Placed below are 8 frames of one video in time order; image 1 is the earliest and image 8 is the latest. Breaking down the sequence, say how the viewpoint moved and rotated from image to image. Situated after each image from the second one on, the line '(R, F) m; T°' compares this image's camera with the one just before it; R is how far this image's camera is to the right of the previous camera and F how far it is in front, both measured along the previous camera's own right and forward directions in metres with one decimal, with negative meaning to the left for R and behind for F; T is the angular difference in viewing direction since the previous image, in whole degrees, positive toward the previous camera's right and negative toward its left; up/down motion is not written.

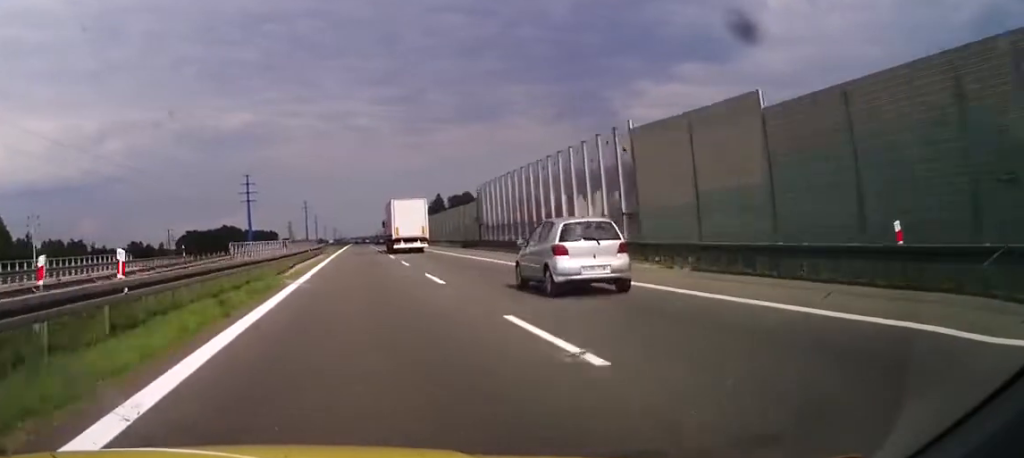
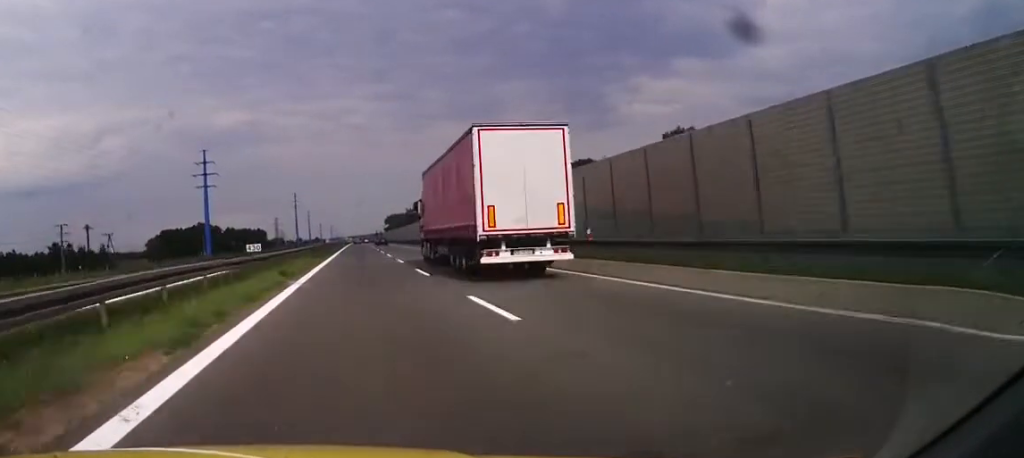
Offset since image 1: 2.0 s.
(+0.7, +81.0) m; 0°
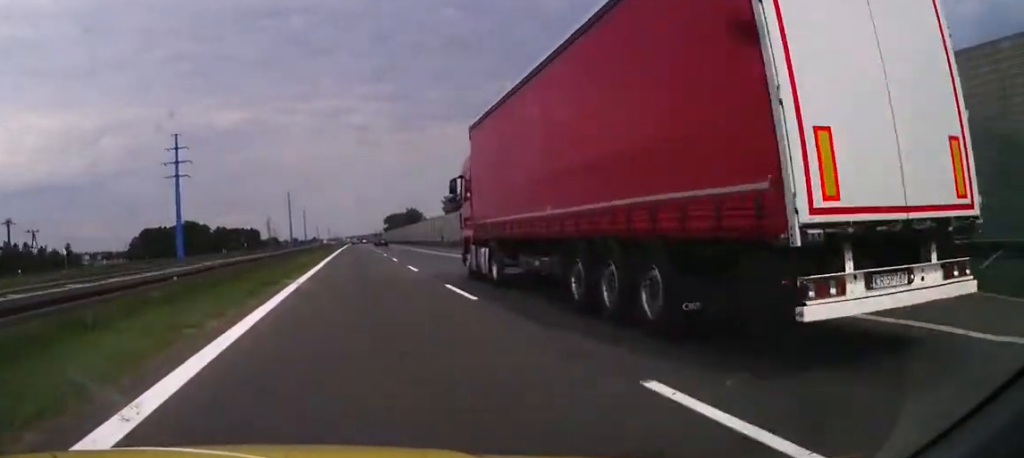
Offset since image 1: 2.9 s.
(-0.2, +33.0) m; 0°
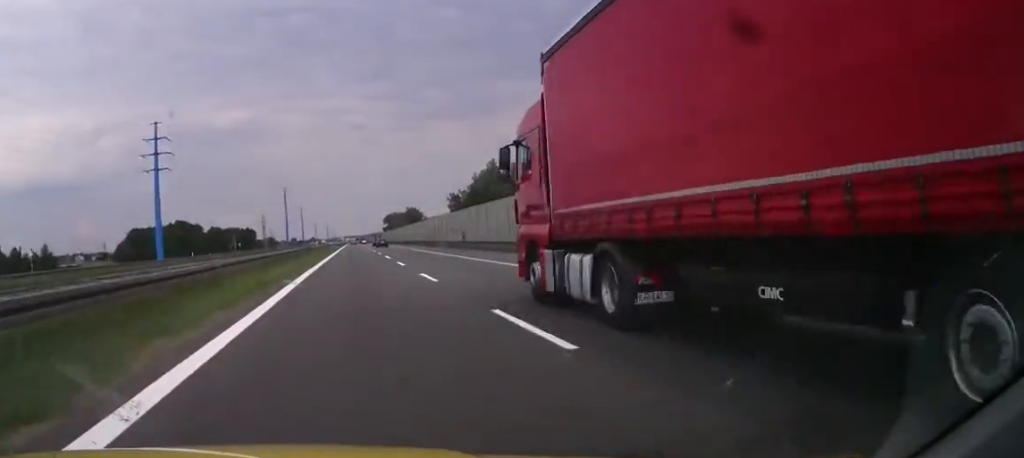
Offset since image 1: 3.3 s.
(-0.2, +18.4) m; 0°
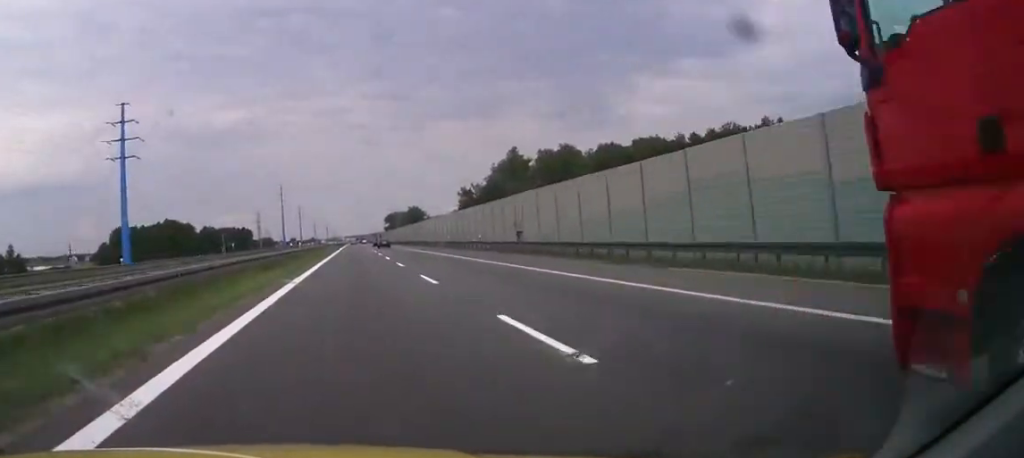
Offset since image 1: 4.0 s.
(+0.1, +24.9) m; 0°
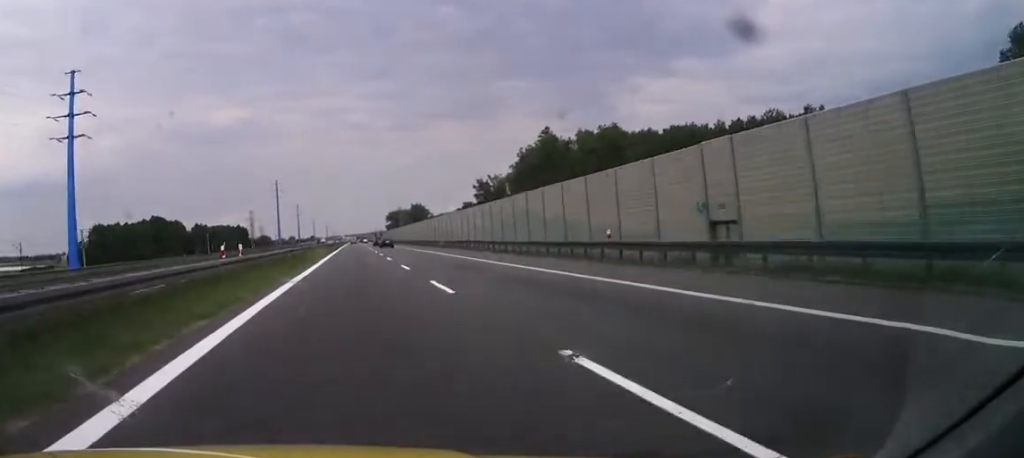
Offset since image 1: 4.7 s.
(0.0, +27.5) m; 0°
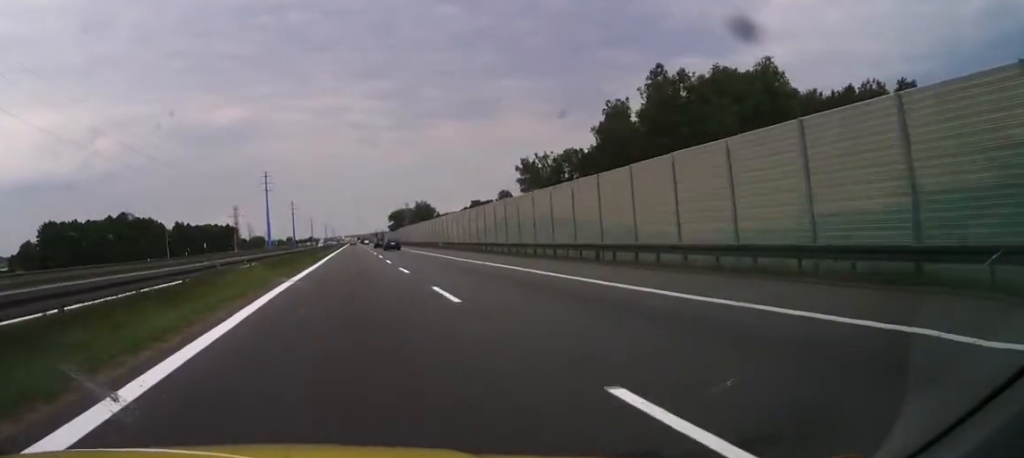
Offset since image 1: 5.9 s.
(+0.2, +49.6) m; +1°
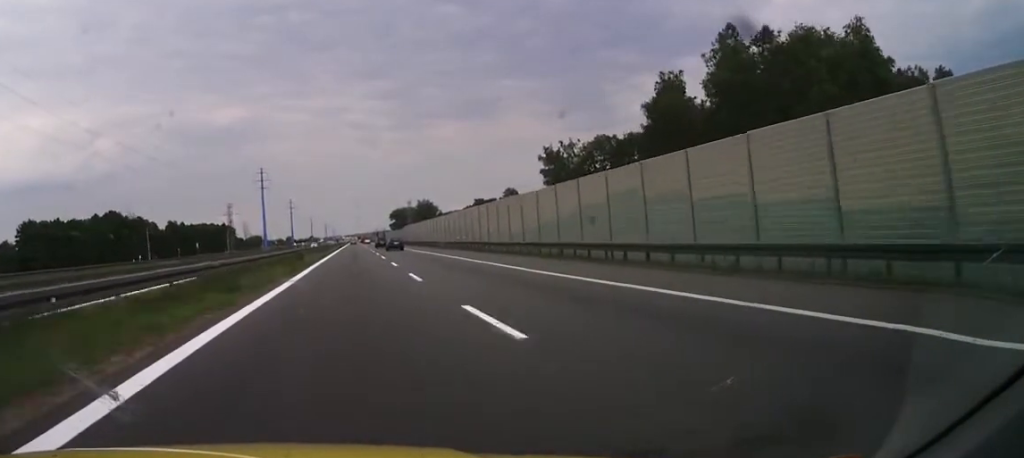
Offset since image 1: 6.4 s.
(0.0, +17.0) m; 0°
